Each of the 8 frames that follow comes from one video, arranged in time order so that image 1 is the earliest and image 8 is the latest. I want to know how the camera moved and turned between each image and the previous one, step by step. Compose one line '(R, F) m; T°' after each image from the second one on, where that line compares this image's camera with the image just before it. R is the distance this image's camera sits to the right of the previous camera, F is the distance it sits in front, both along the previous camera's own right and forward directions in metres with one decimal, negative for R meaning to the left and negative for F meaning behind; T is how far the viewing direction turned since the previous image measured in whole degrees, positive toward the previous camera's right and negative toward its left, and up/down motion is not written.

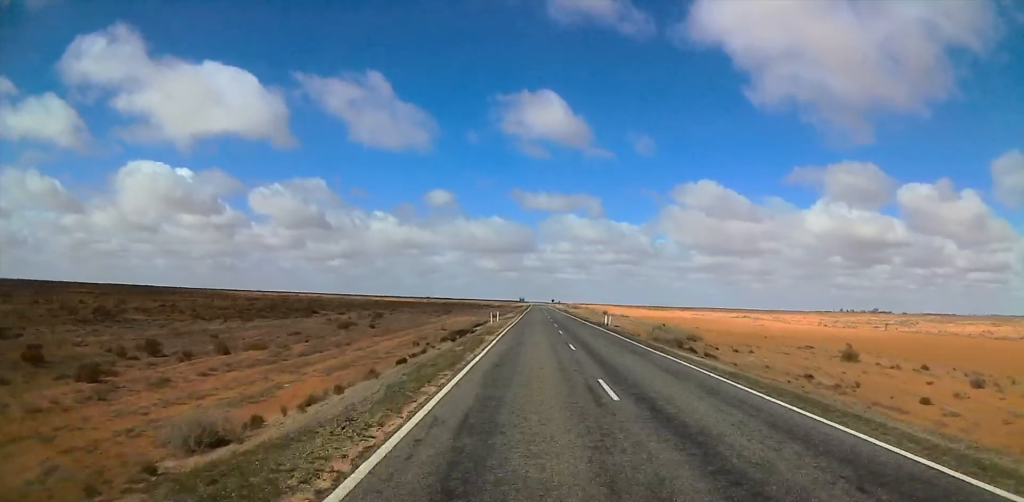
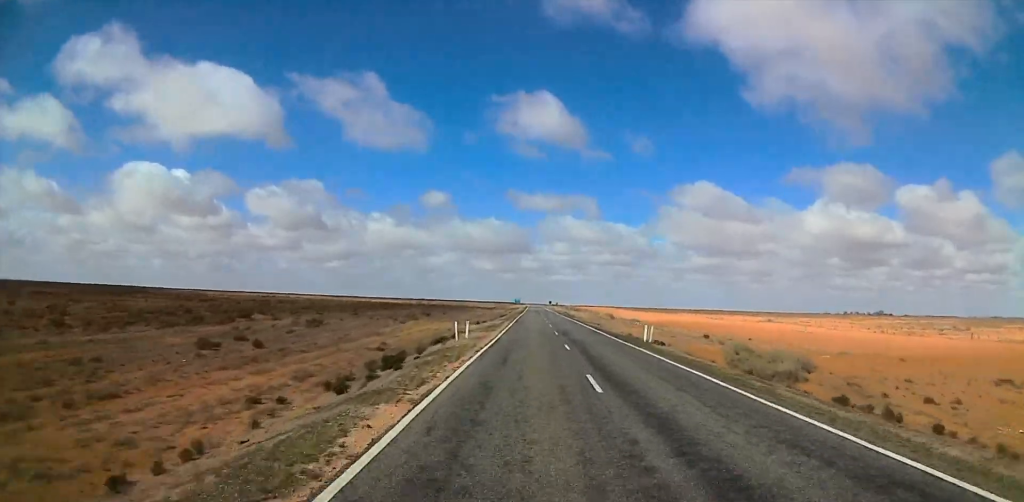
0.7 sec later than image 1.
(+0.2, +22.3) m; 0°
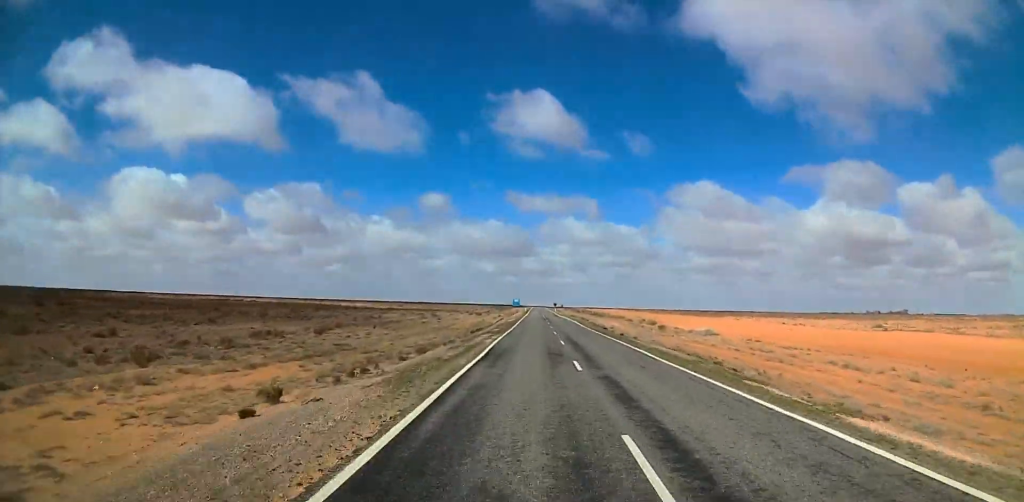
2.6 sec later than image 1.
(-0.3, +55.6) m; -1°
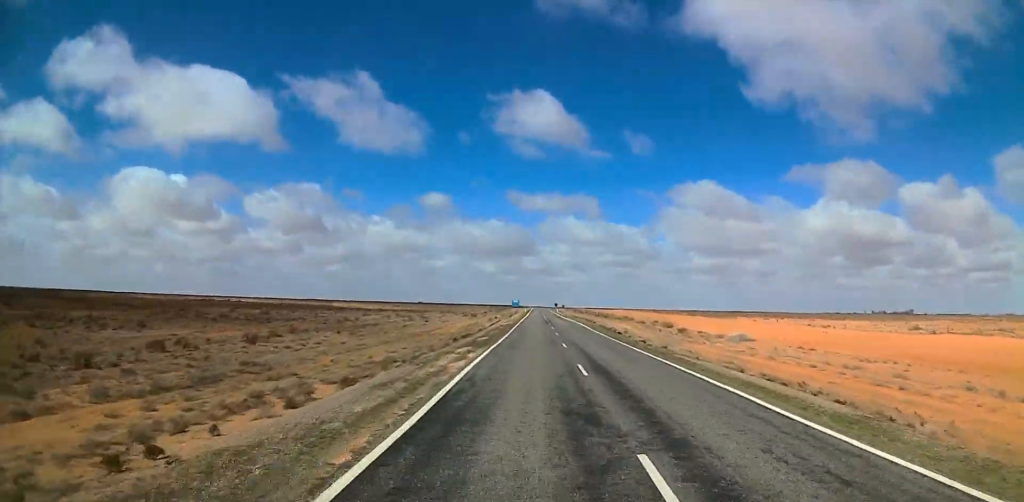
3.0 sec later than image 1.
(-0.1, +13.0) m; 0°
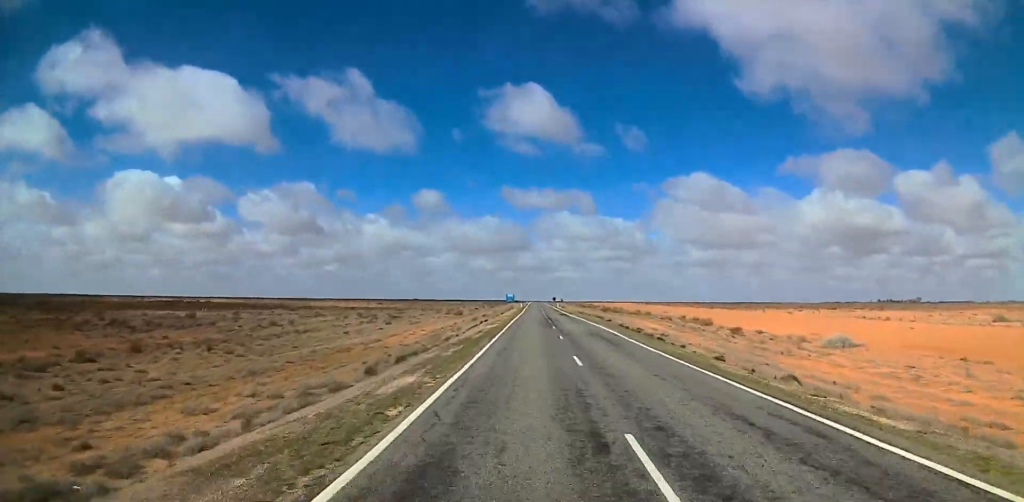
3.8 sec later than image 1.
(+0.2, +22.9) m; +1°
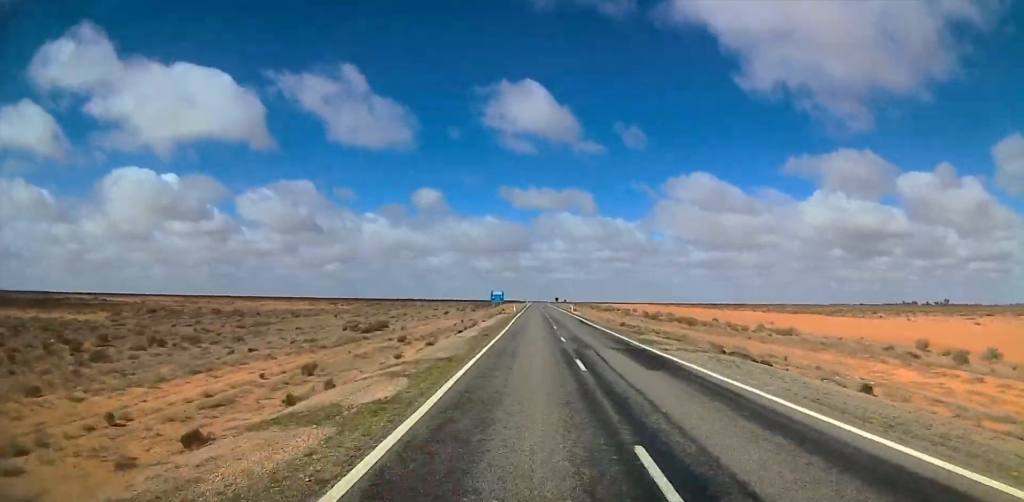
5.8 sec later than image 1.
(+0.4, +60.5) m; 0°
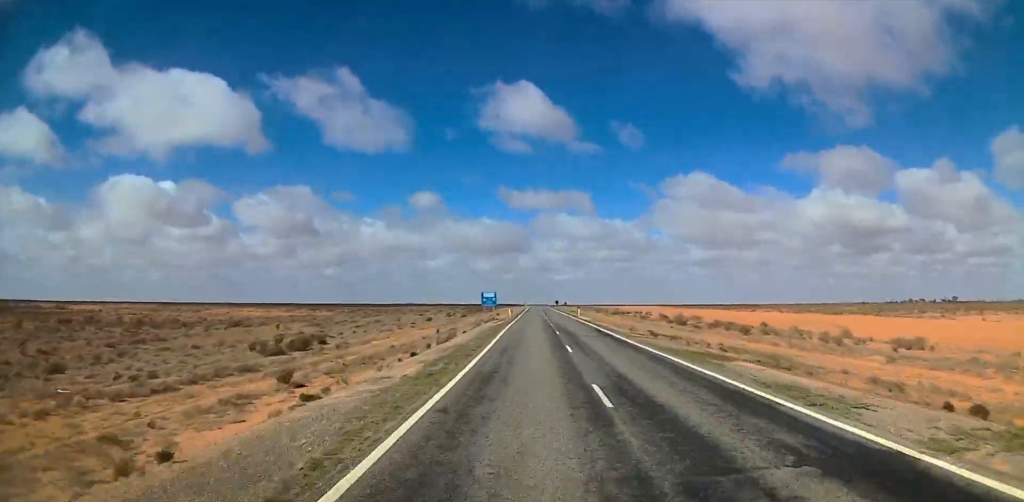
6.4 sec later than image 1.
(0.0, +17.9) m; 0°
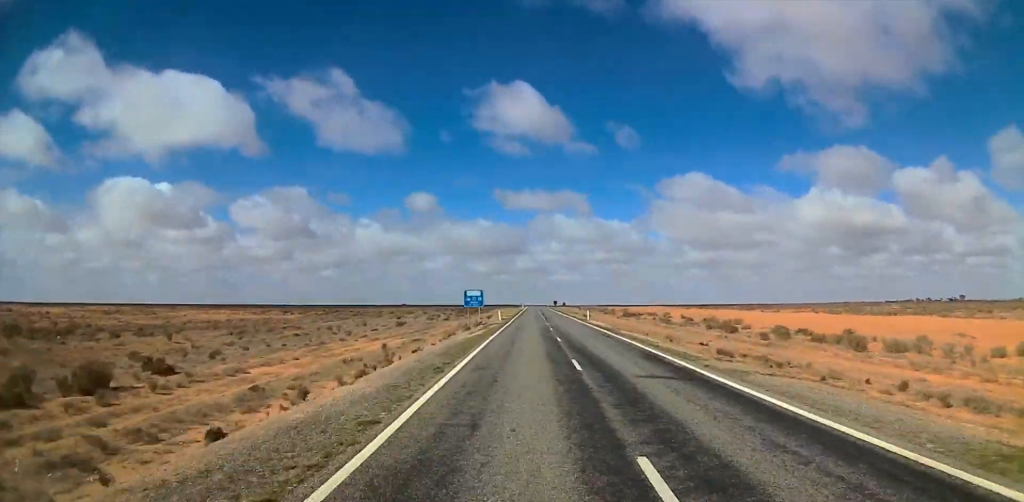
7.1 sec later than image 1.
(-0.2, +19.1) m; 0°
